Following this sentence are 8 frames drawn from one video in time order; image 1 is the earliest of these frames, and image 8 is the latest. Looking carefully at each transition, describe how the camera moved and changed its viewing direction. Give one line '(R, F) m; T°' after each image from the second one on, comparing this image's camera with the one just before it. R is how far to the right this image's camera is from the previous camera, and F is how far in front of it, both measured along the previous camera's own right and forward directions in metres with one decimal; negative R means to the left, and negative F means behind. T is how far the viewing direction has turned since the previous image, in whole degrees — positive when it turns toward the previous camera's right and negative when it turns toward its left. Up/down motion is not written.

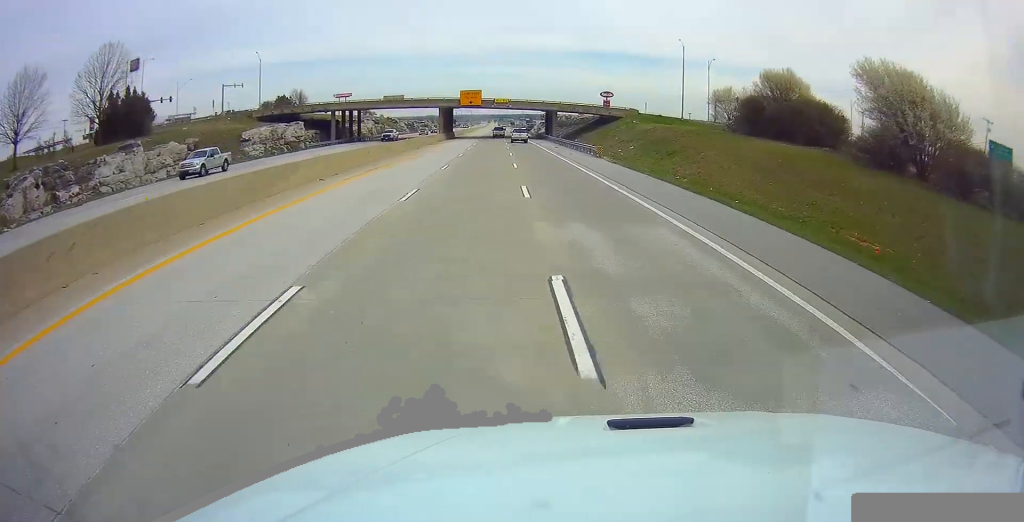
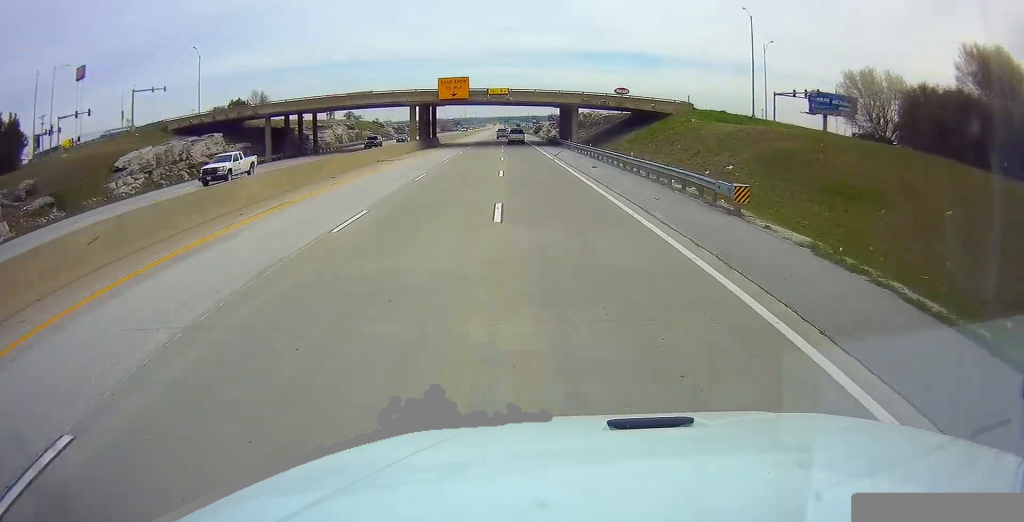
(-0.4, +28.4) m; -1°
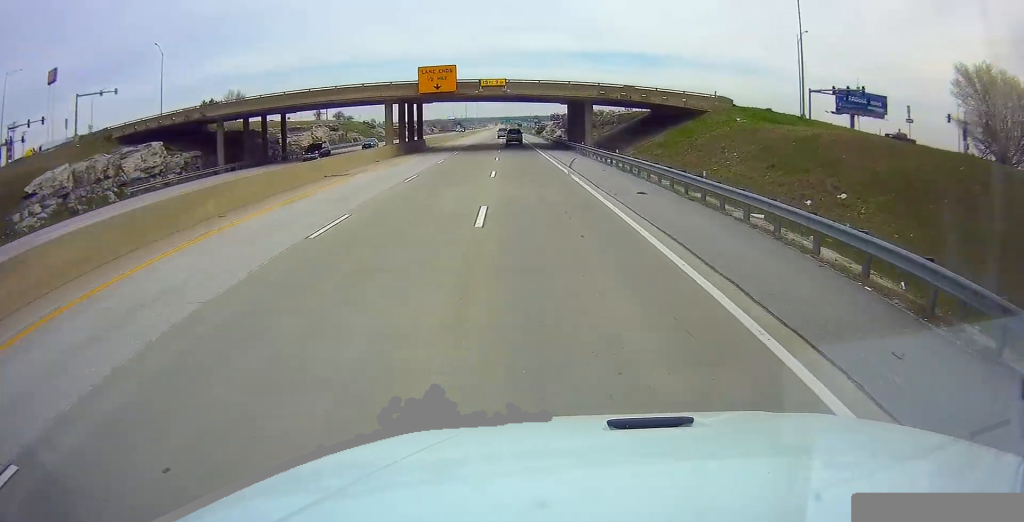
(+0.1, +12.7) m; -1°
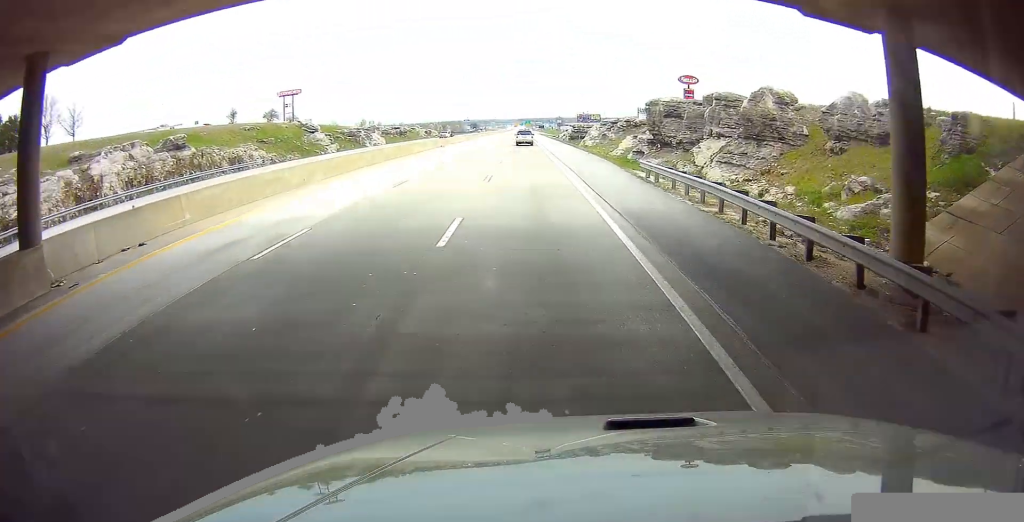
(-1.5, +61.6) m; 0°
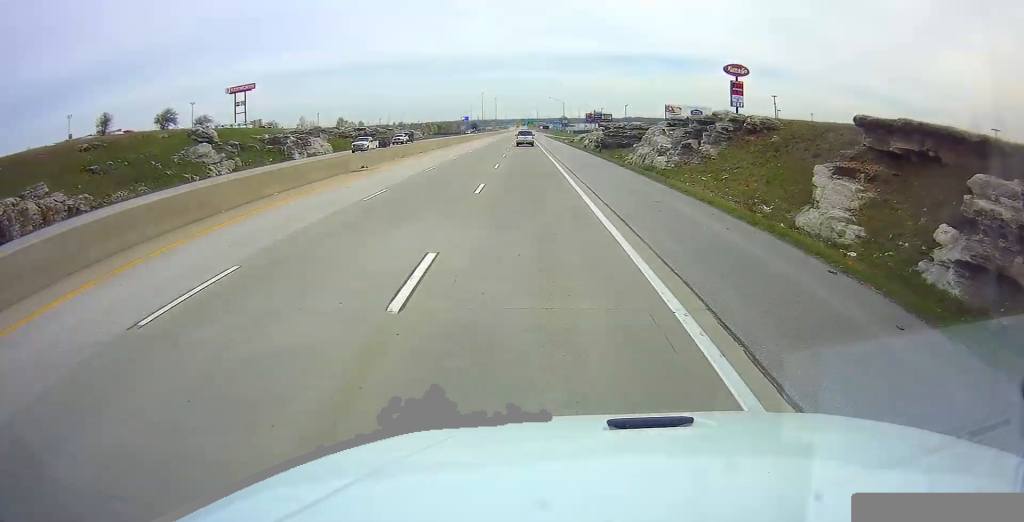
(+0.5, +40.1) m; 0°
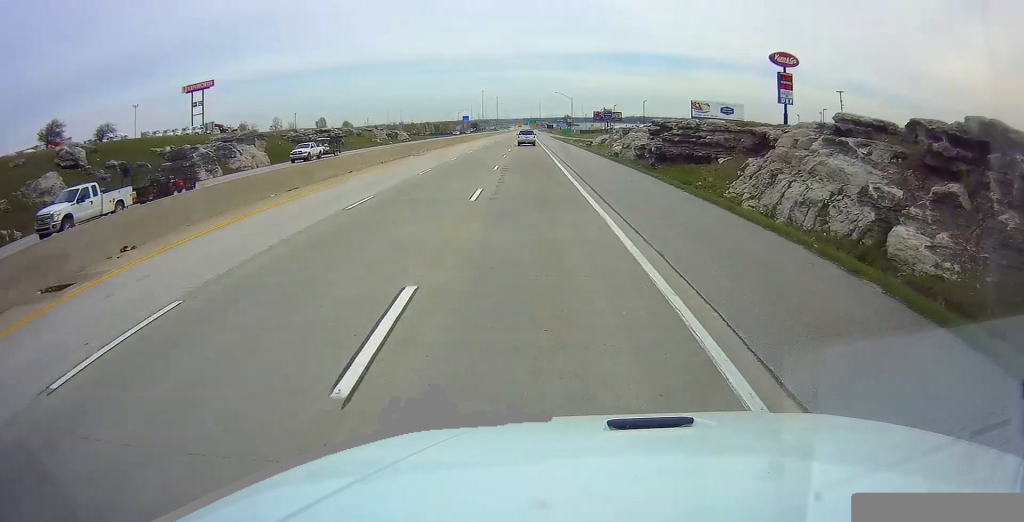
(-0.5, +26.6) m; -1°
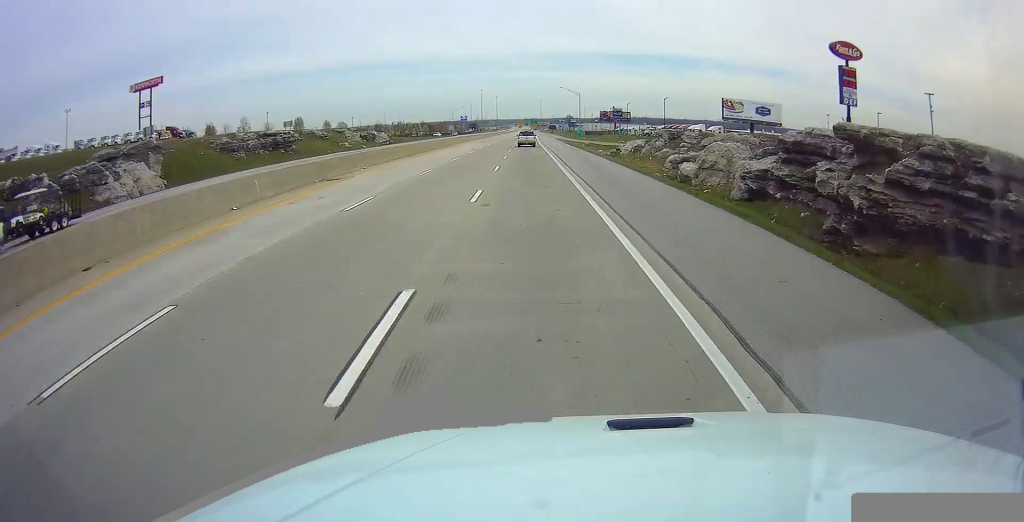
(-0.1, +24.6) m; +1°
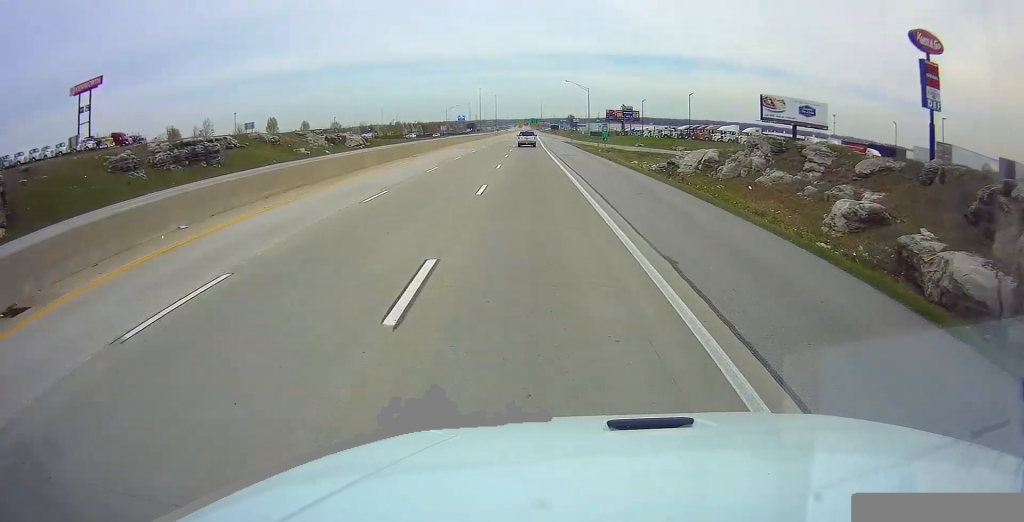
(+0.5, +22.7) m; 0°
